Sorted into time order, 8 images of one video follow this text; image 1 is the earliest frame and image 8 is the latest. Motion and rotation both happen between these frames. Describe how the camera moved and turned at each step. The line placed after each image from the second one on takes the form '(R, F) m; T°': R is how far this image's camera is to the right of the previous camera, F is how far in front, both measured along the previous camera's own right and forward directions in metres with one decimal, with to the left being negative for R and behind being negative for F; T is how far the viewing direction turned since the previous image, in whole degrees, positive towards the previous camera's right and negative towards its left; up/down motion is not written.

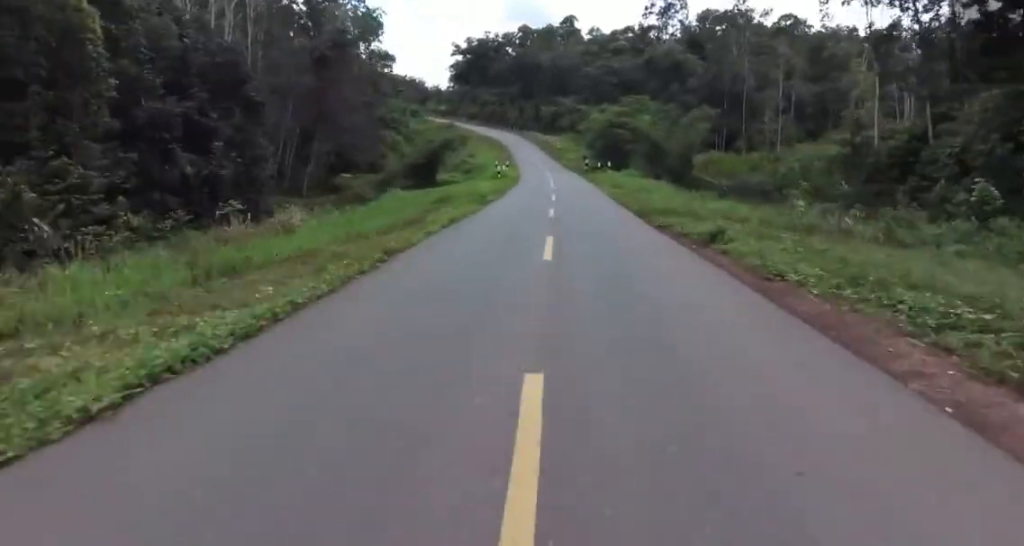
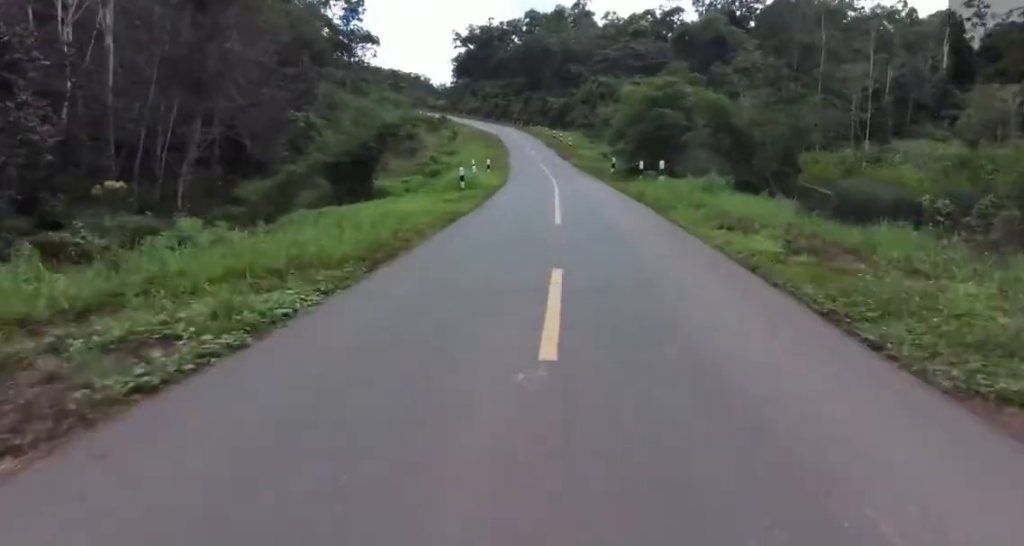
(-0.3, +21.2) m; -4°
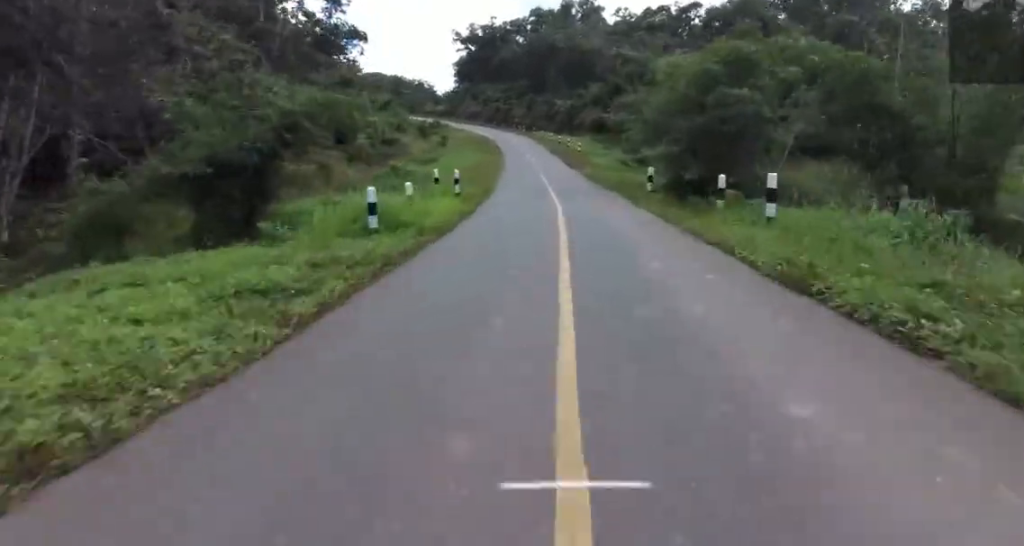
(-0.6, +13.5) m; -2°
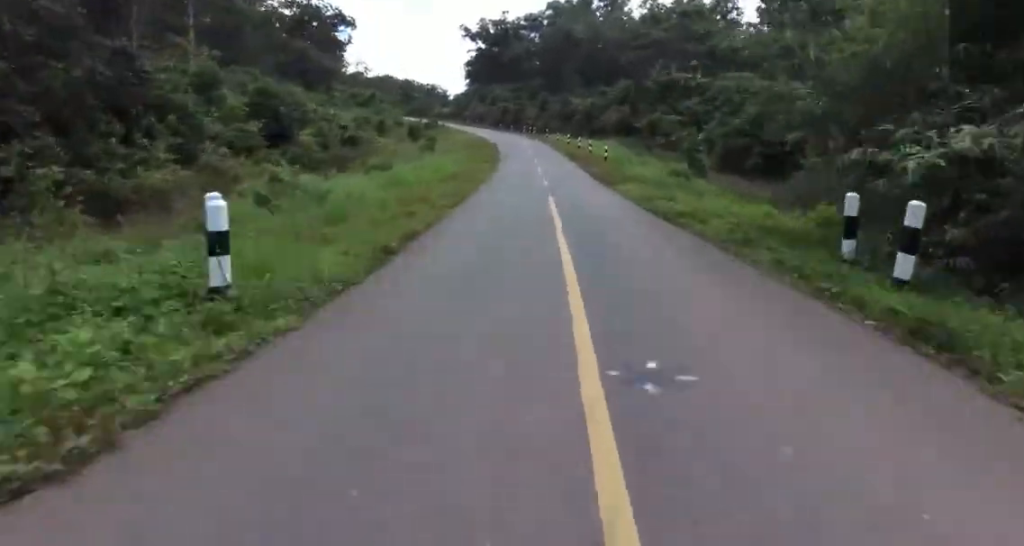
(-0.5, +16.9) m; -2°
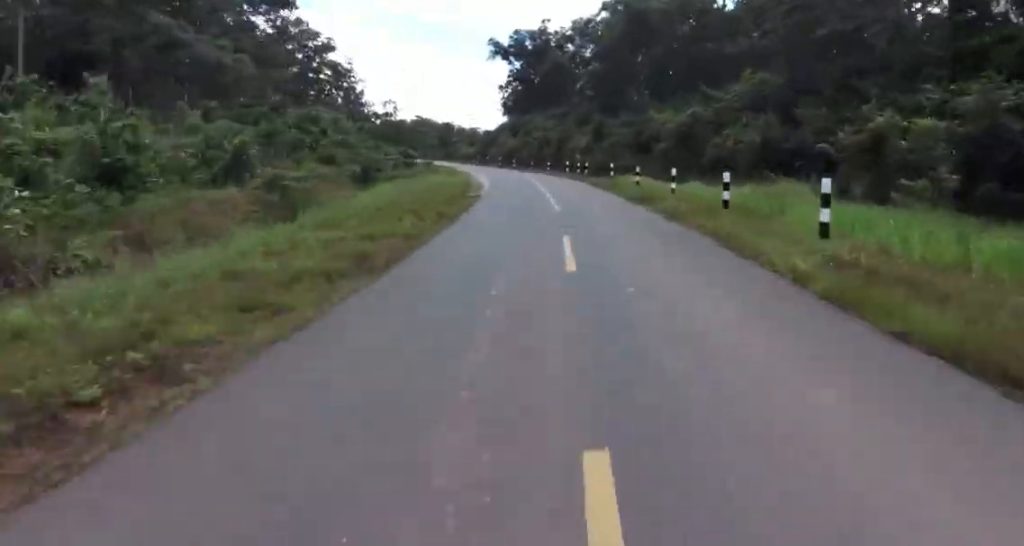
(-0.1, +41.6) m; -4°
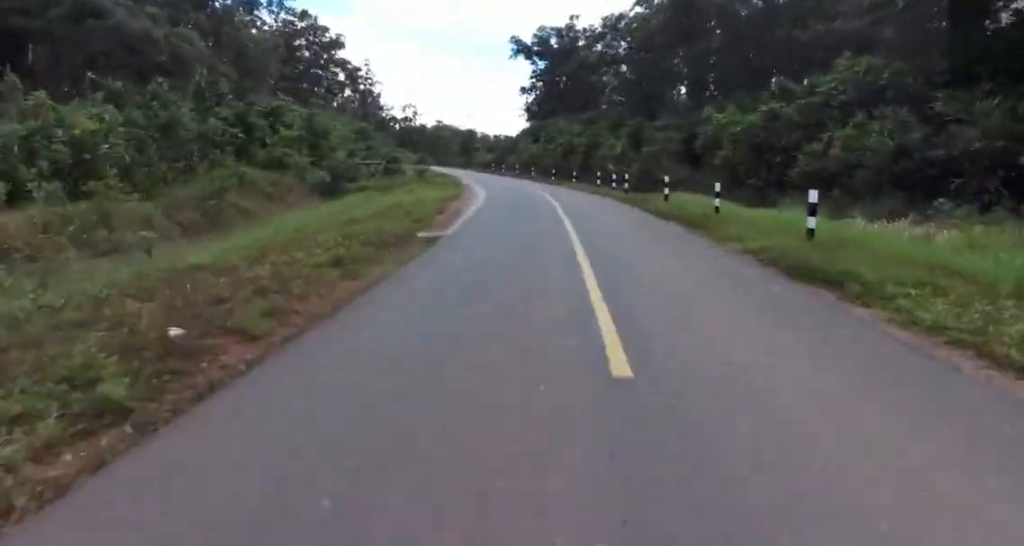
(-0.5, +13.0) m; -4°
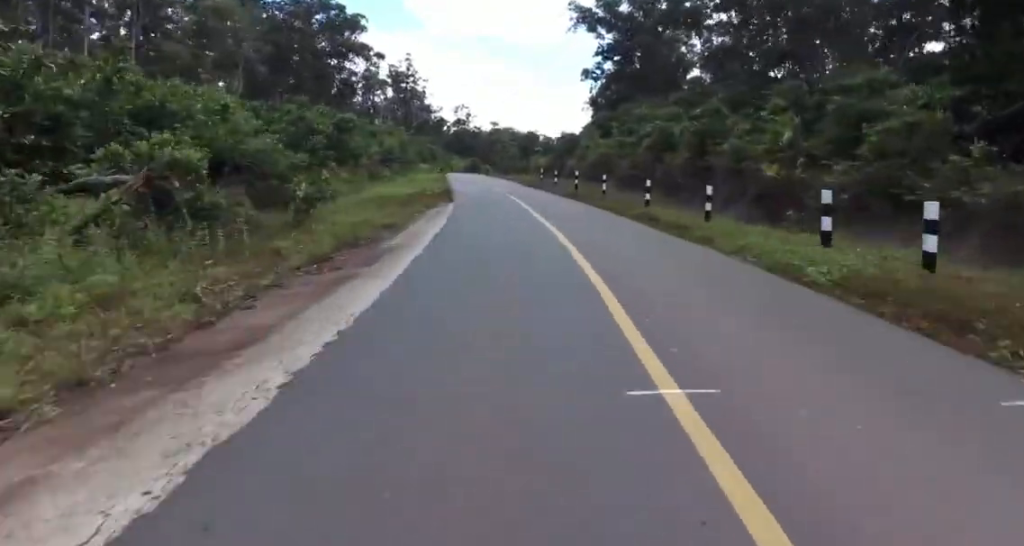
(-2.5, +28.8) m; -6°
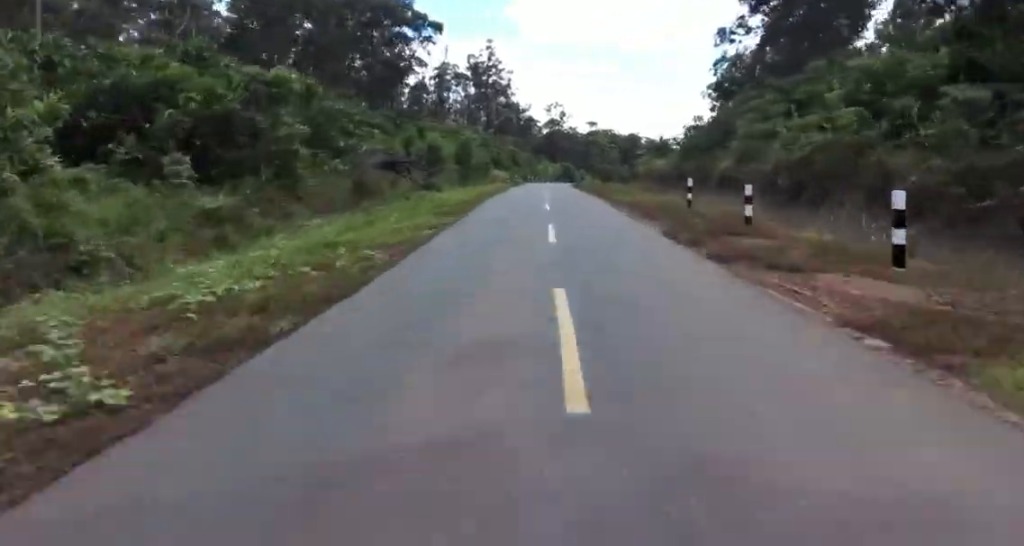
(-0.5, +28.6) m; +24°
